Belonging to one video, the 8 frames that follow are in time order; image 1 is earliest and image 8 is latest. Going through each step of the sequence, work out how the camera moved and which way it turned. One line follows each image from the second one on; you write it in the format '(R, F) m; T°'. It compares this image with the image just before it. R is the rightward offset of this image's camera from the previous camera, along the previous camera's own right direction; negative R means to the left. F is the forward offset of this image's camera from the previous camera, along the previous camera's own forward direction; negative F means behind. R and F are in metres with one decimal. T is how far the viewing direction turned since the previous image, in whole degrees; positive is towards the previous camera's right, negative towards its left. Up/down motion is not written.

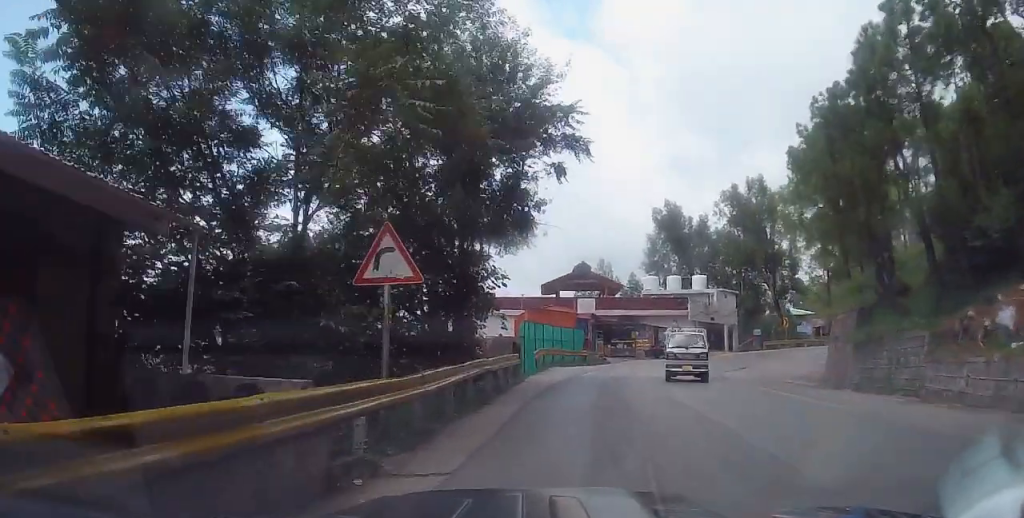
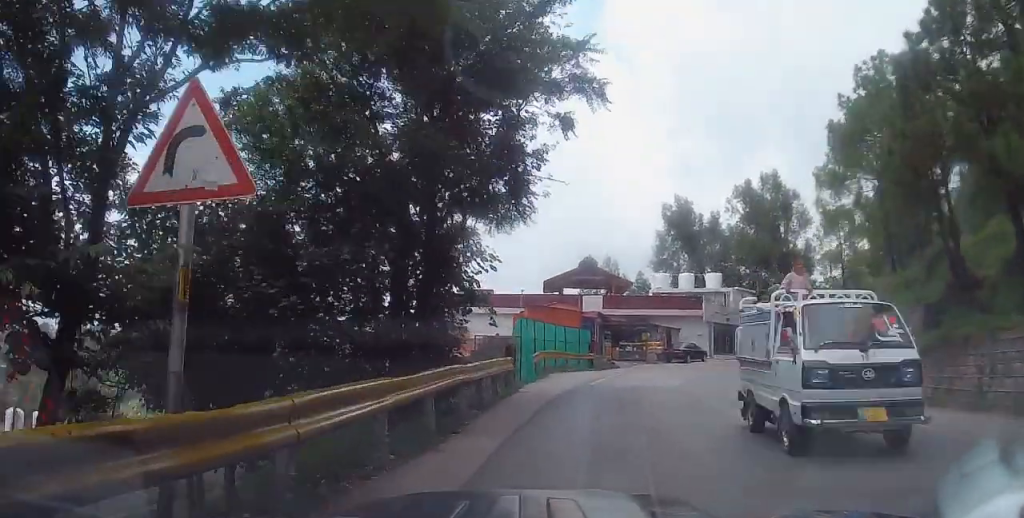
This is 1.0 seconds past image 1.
(-0.1, +4.5) m; -1°
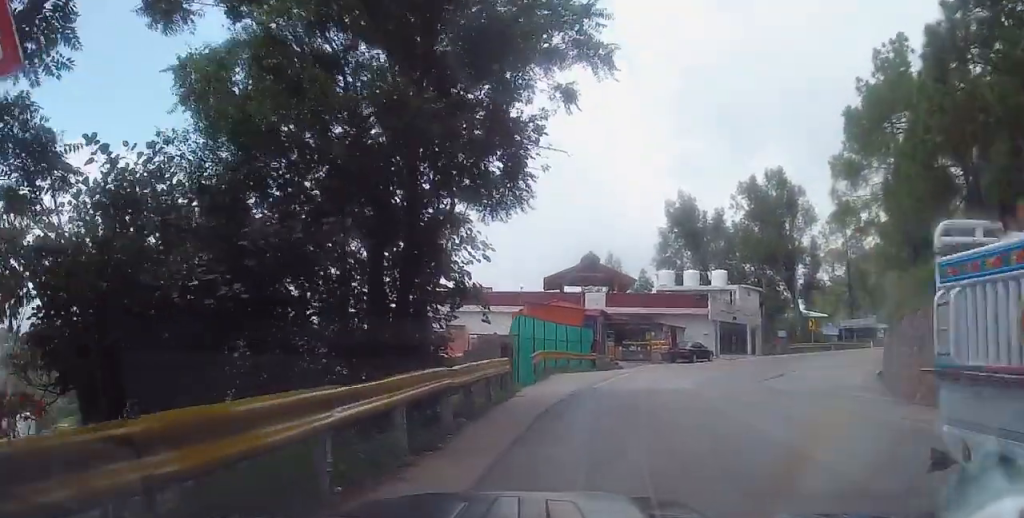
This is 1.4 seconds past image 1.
(0.0, +1.7) m; 0°
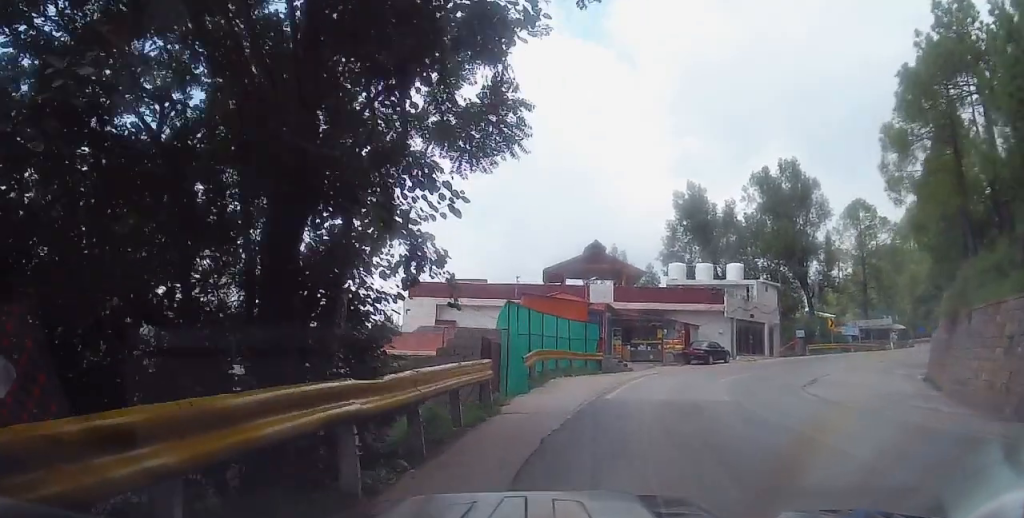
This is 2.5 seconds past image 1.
(0.0, +4.4) m; +1°
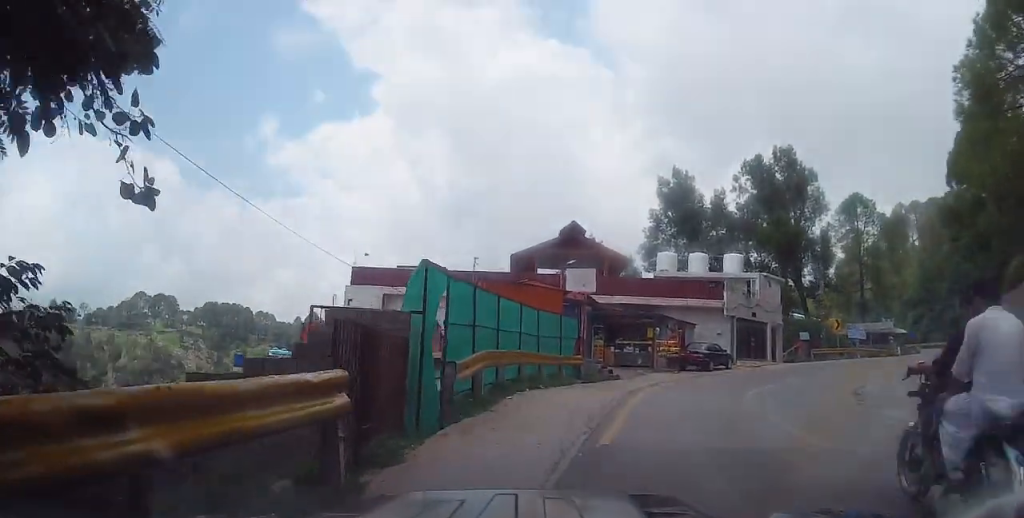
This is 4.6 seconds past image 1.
(+0.2, +7.8) m; +4°
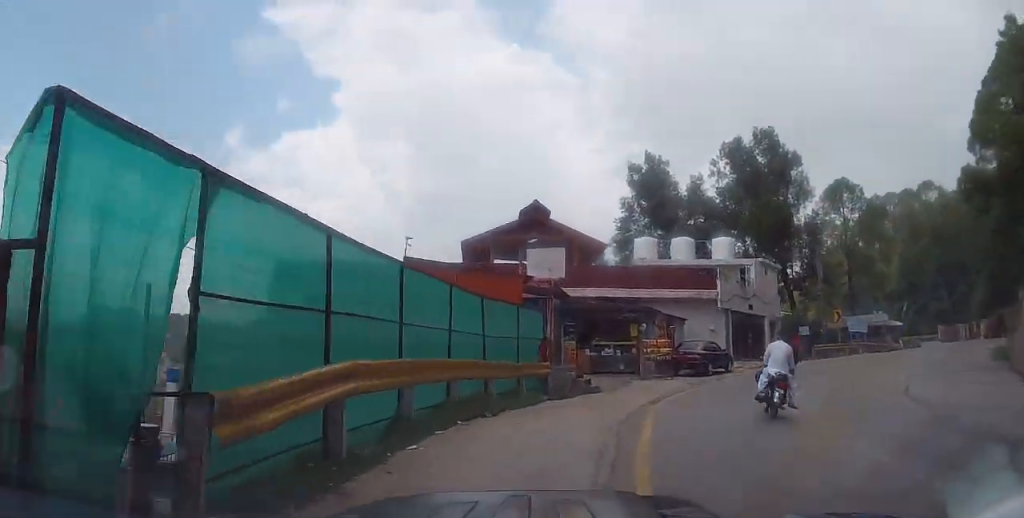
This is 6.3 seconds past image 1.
(+0.4, +6.5) m; +6°
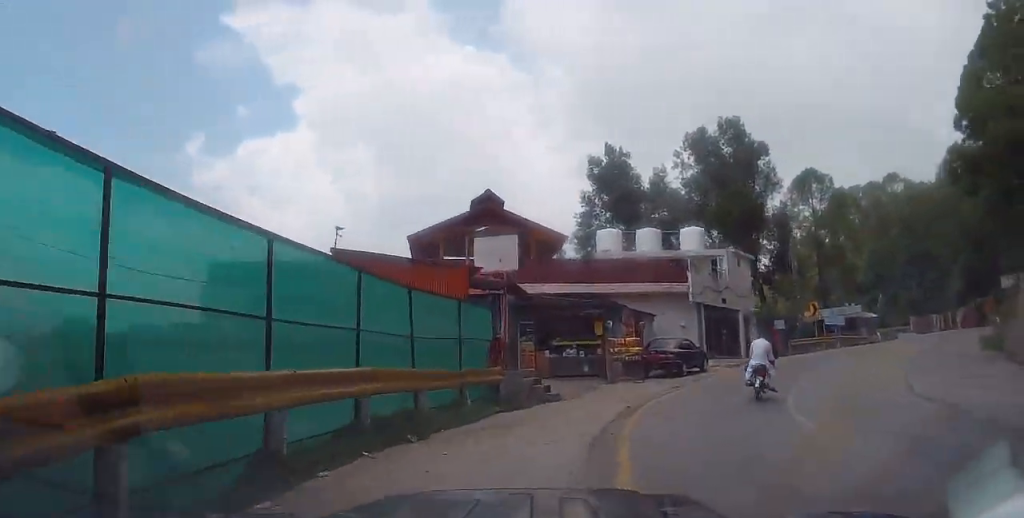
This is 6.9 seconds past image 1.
(0.0, +2.6) m; +2°
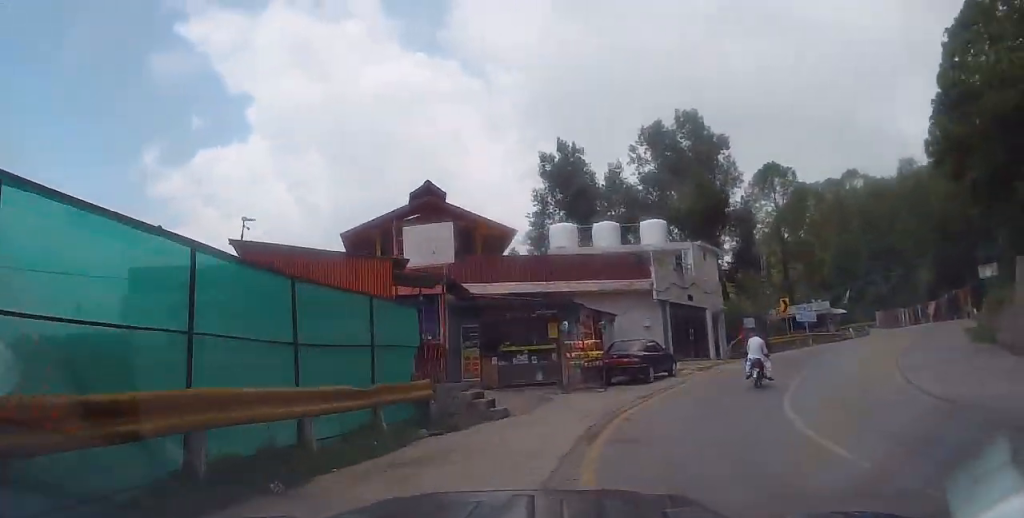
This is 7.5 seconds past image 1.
(+0.1, +2.7) m; +3°
